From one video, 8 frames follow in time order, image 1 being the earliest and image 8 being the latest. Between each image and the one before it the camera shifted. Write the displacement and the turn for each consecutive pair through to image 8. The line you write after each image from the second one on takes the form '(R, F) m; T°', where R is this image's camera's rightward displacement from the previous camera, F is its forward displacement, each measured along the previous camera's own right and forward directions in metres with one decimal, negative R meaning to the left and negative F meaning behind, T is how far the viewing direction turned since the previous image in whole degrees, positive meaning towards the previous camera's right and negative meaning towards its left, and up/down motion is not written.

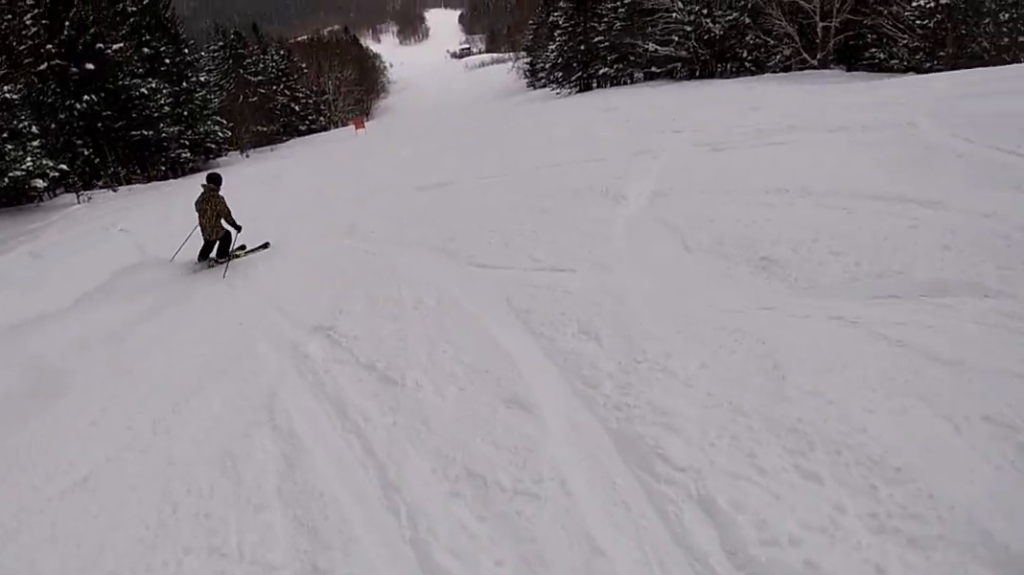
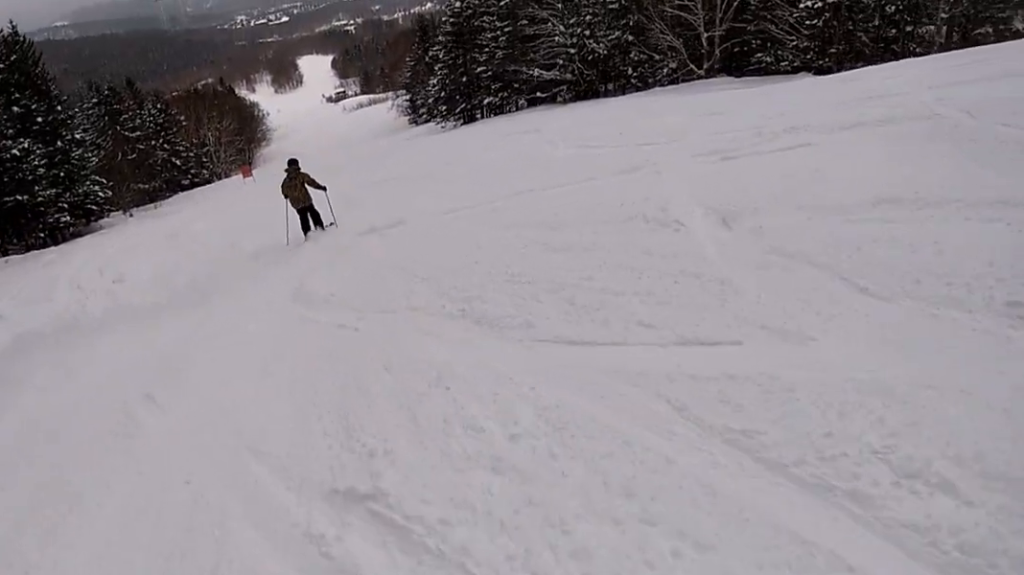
(+0.7, +2.6) m; +8°
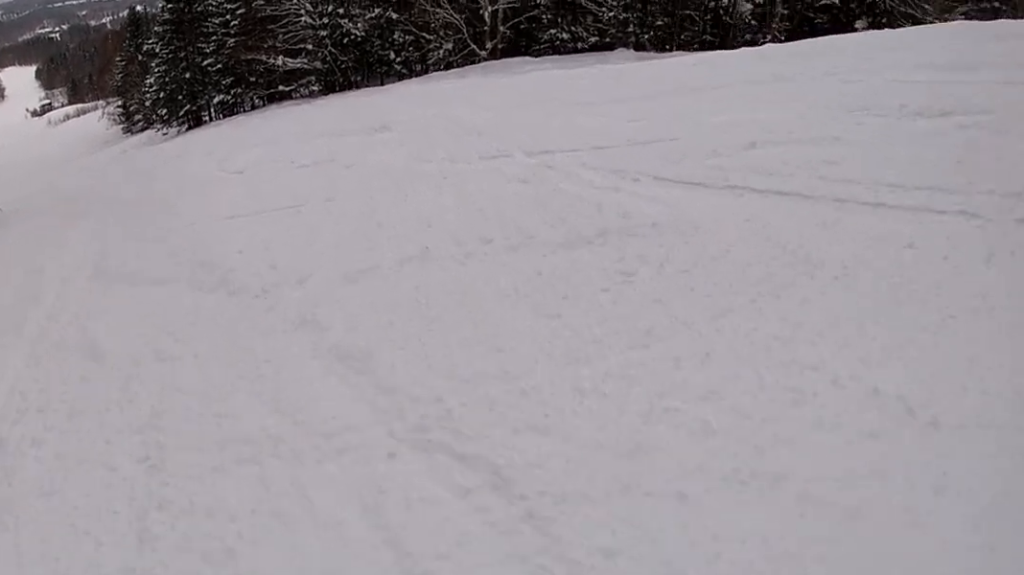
(+1.7, +10.7) m; +7°
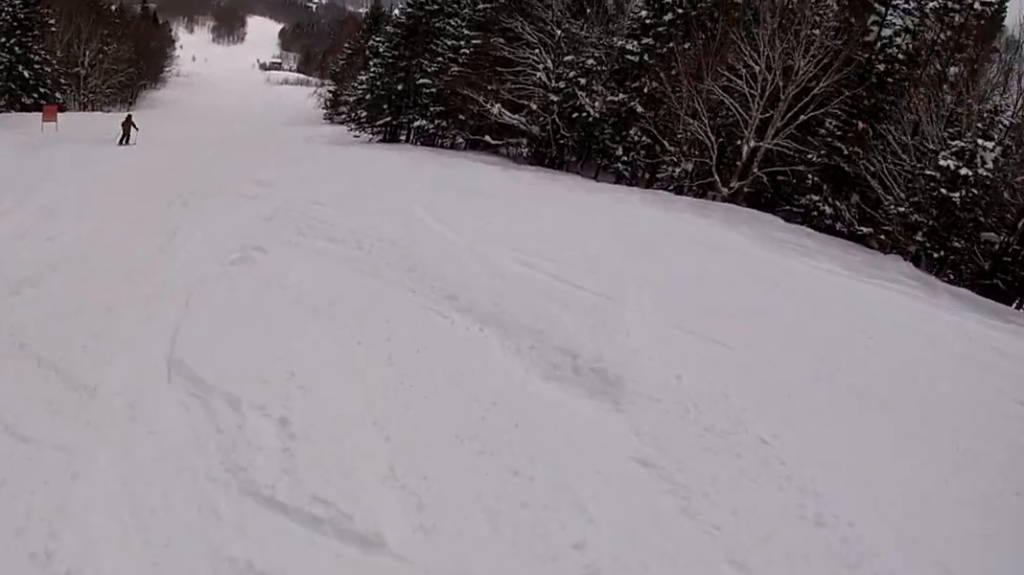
(-0.6, +8.0) m; -15°
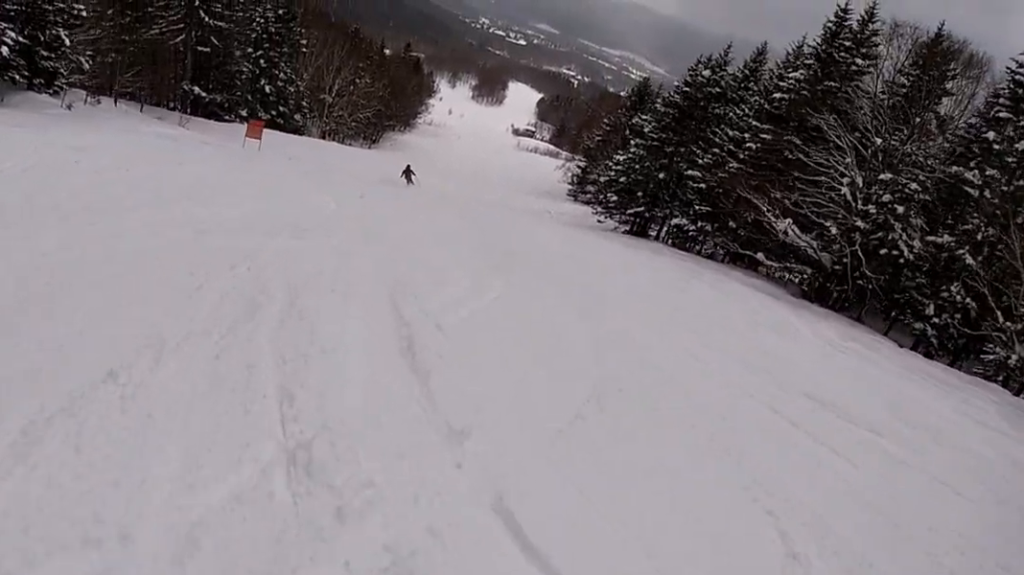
(-1.5, +8.9) m; -9°
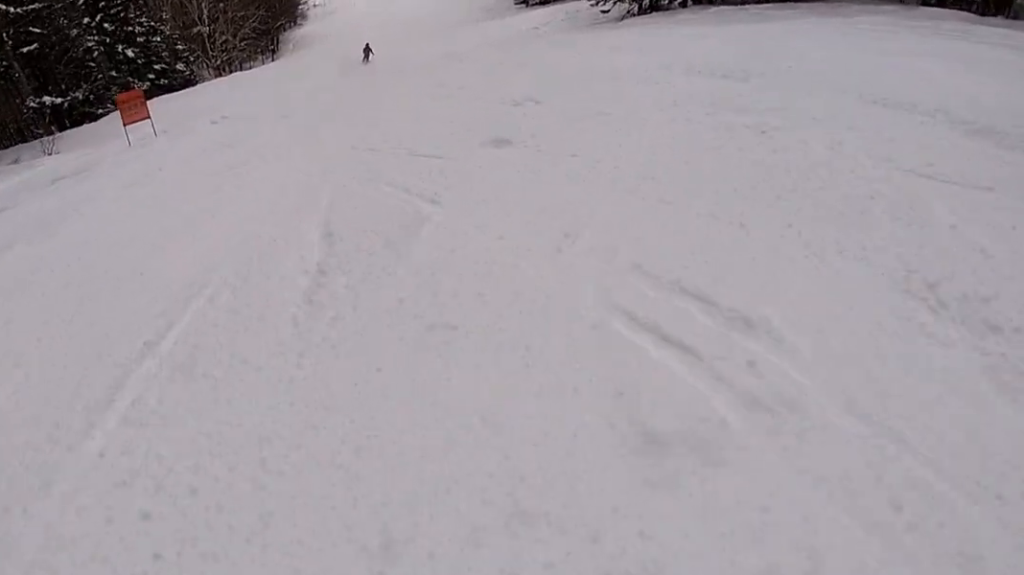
(+0.1, +14.9) m; +9°
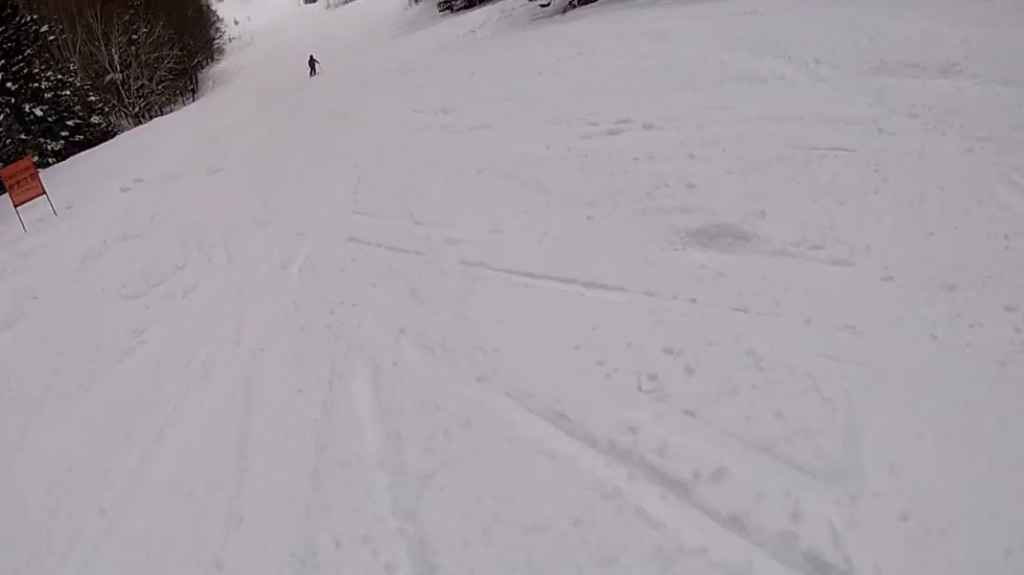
(+0.3, +4.4) m; +3°
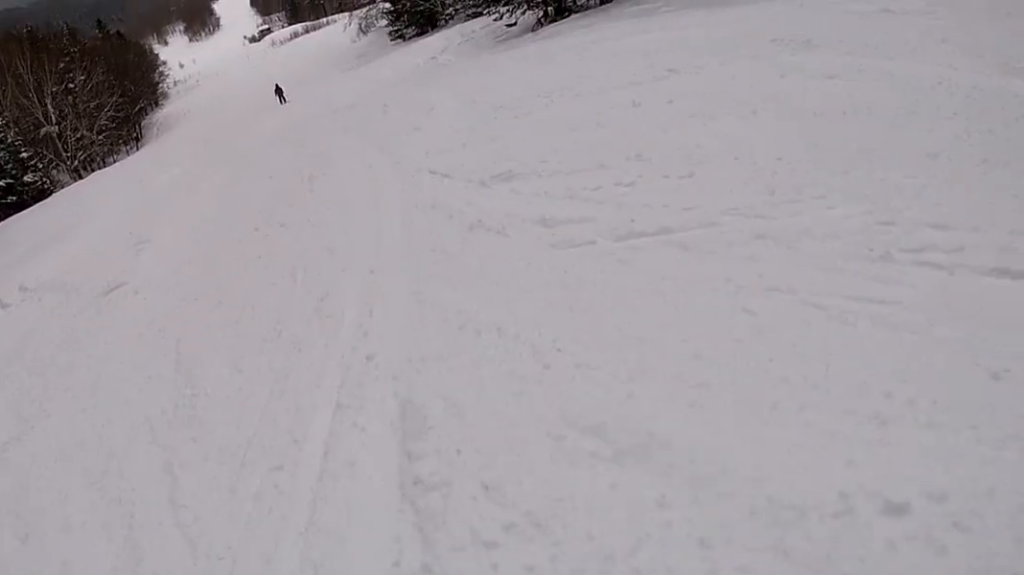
(+0.7, +4.7) m; +2°
